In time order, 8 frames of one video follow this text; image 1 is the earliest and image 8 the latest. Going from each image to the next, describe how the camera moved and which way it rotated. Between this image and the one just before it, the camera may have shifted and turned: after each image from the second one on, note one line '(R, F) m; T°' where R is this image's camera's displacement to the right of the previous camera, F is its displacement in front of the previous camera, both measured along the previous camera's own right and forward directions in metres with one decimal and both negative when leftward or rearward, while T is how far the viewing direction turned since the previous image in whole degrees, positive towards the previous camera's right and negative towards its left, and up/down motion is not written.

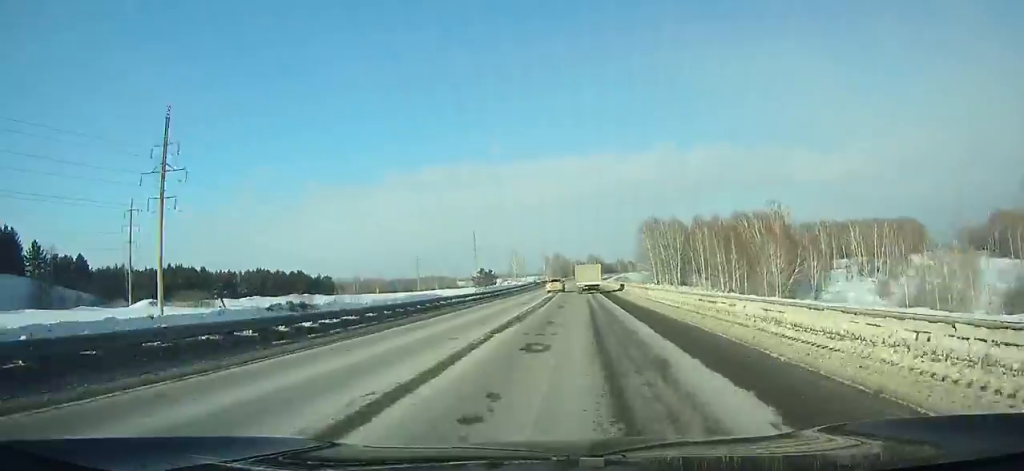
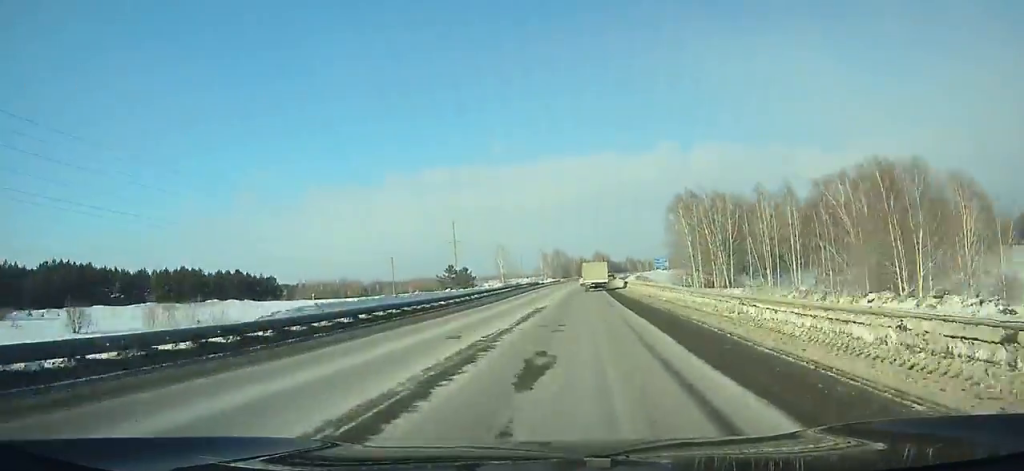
(0.0, +47.9) m; 0°
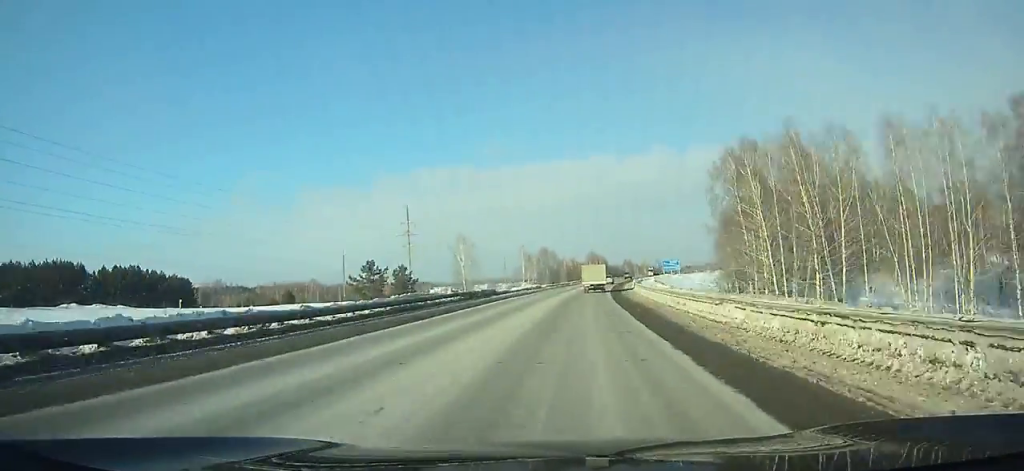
(-0.1, +45.0) m; +1°
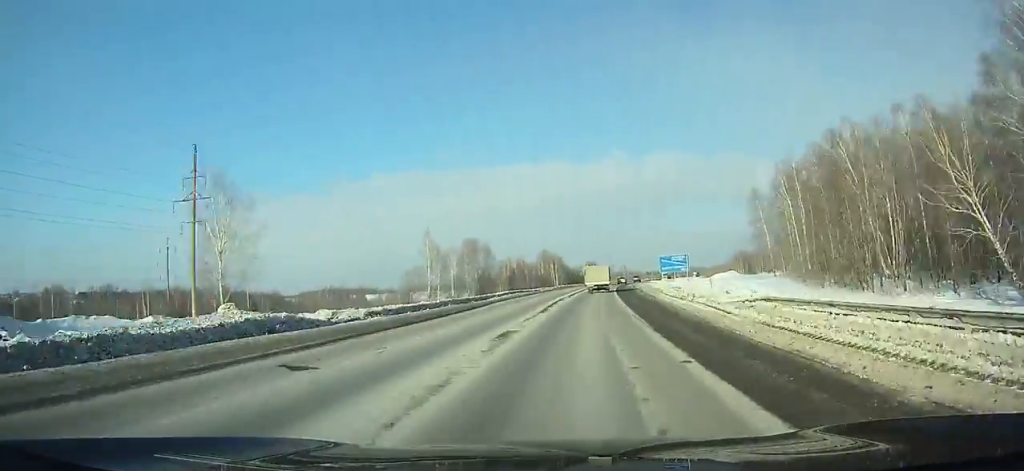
(+1.7, +73.9) m; +3°
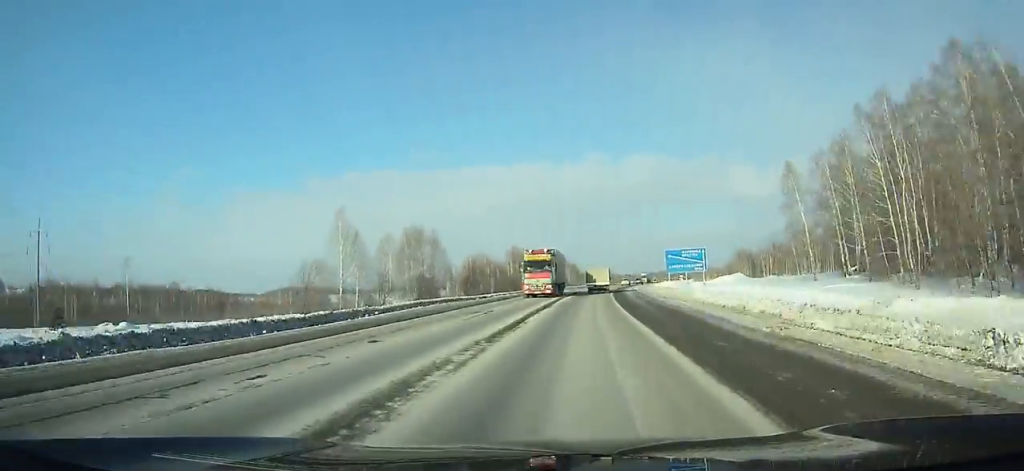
(+1.0, +33.4) m; +2°
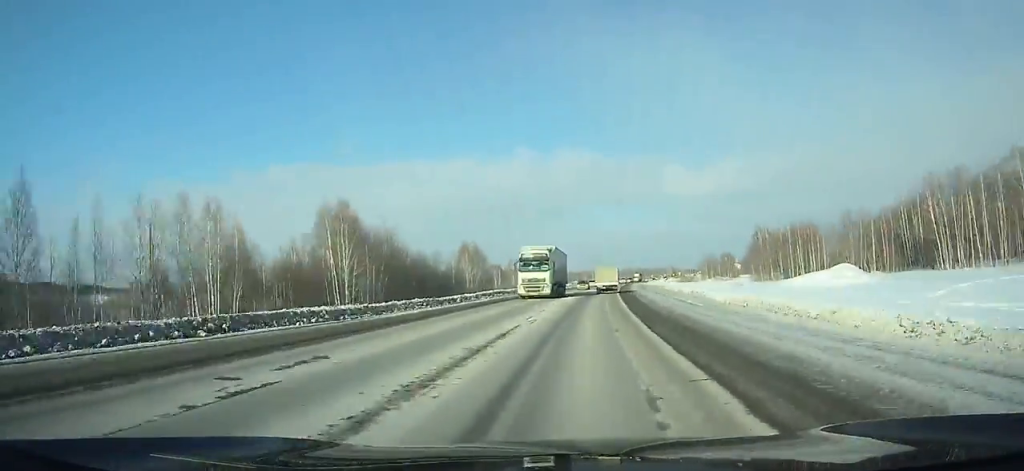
(+5.5, +97.6) m; +7°
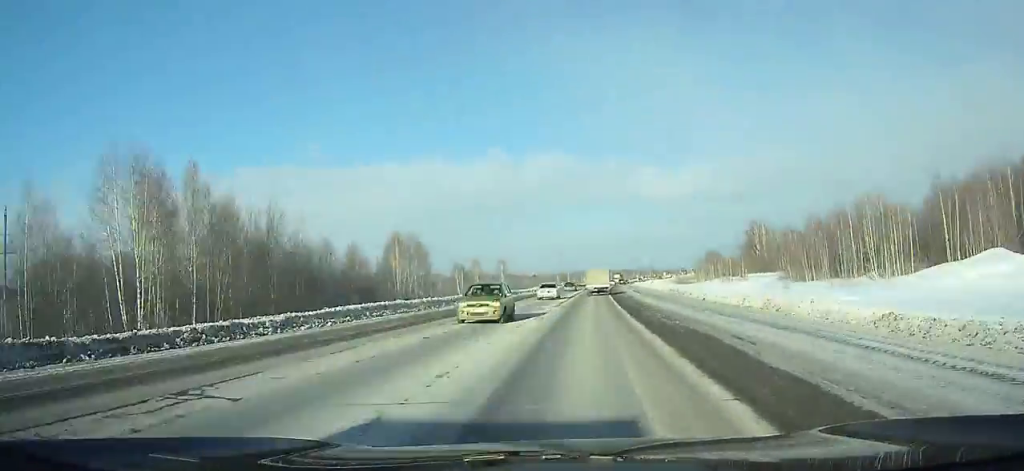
(+1.1, +33.3) m; +2°
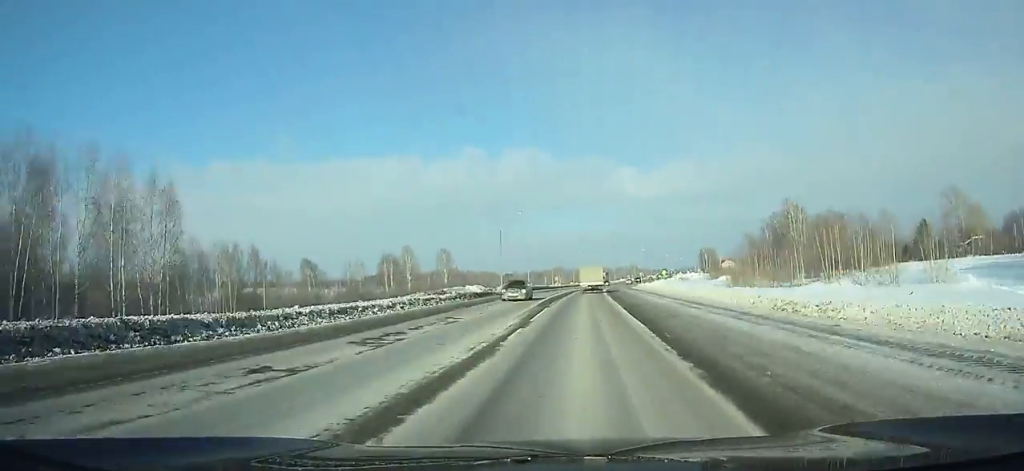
(+2.0, +66.6) m; +2°
